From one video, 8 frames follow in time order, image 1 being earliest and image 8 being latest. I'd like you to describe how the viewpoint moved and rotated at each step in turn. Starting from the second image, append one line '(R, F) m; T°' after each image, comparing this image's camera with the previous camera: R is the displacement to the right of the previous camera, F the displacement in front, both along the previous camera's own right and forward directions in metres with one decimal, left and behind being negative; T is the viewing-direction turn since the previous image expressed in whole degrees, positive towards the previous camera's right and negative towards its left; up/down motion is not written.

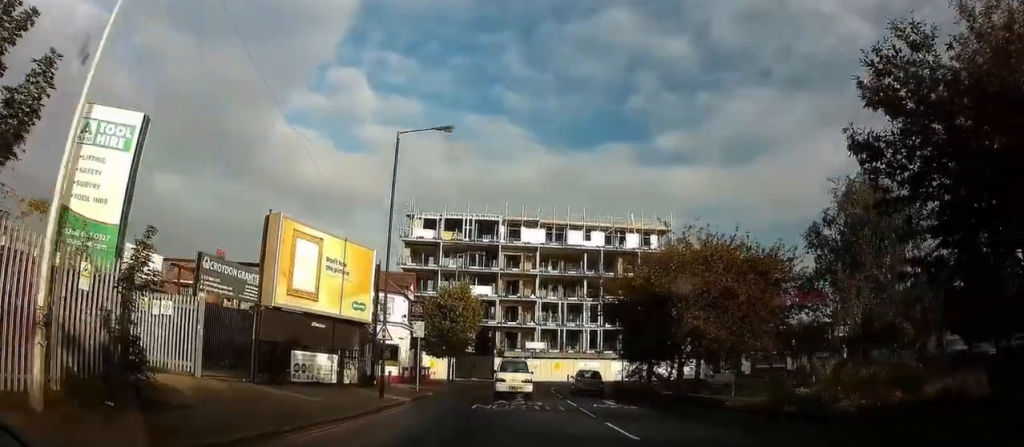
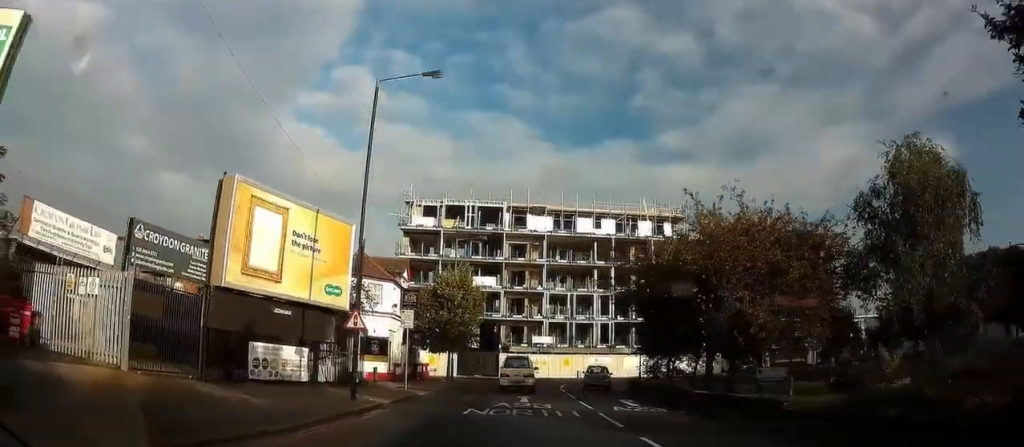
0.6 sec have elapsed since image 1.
(0.0, +4.8) m; 0°
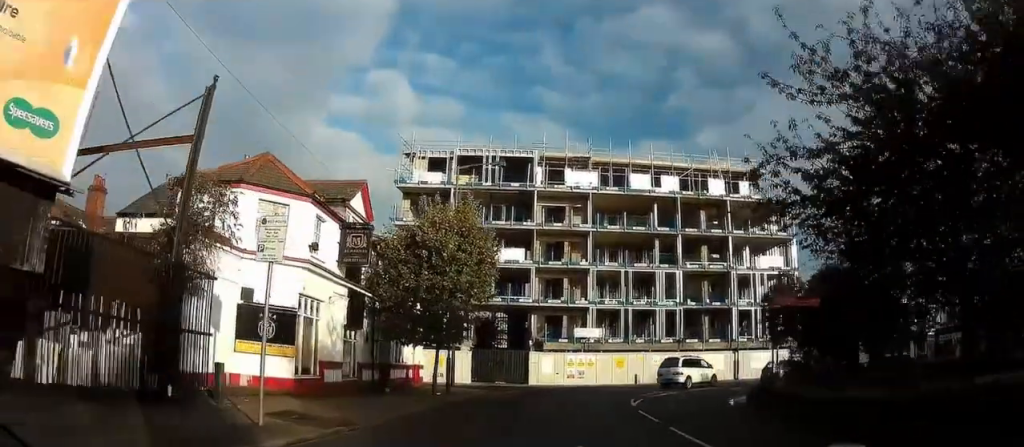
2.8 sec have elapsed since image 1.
(0.0, +12.8) m; 0°
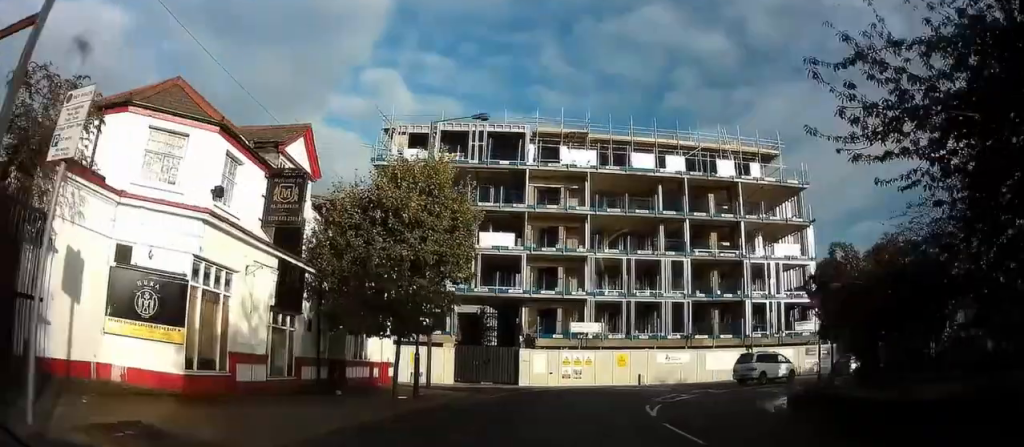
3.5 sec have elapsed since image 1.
(0.0, +2.9) m; 0°
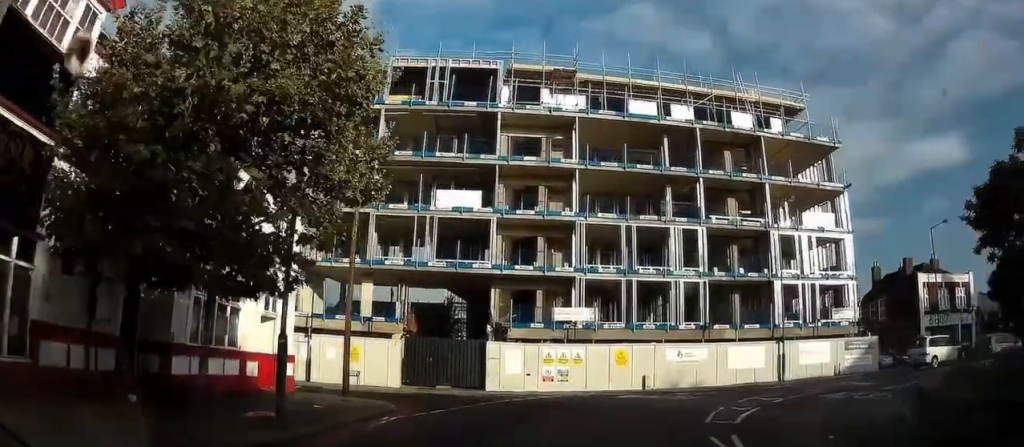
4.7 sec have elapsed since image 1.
(0.0, +8.0) m; +2°
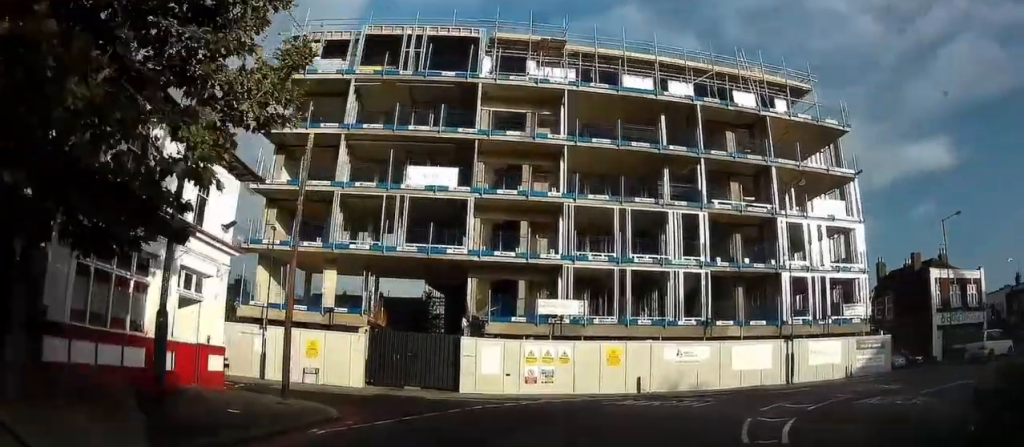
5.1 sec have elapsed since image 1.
(-0.1, +3.9) m; +1°
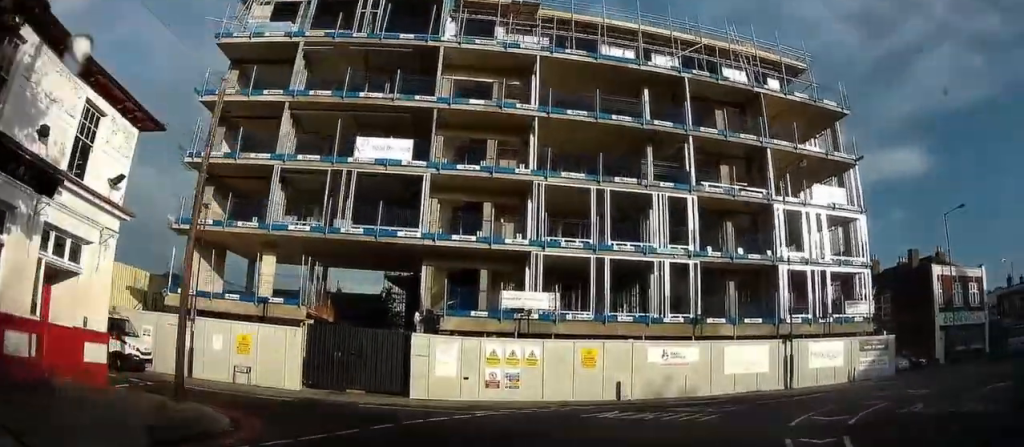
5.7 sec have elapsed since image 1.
(+0.2, +4.4) m; +5°
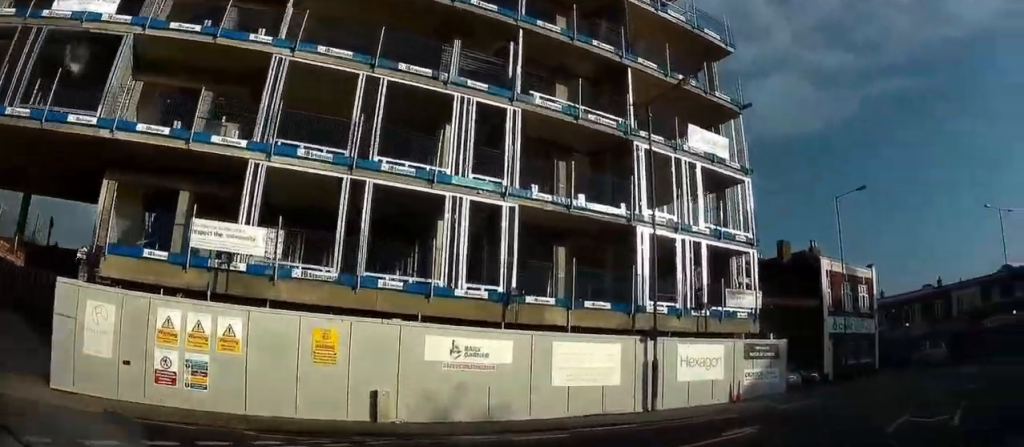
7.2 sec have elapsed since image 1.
(+1.3, +10.9) m; +21°
